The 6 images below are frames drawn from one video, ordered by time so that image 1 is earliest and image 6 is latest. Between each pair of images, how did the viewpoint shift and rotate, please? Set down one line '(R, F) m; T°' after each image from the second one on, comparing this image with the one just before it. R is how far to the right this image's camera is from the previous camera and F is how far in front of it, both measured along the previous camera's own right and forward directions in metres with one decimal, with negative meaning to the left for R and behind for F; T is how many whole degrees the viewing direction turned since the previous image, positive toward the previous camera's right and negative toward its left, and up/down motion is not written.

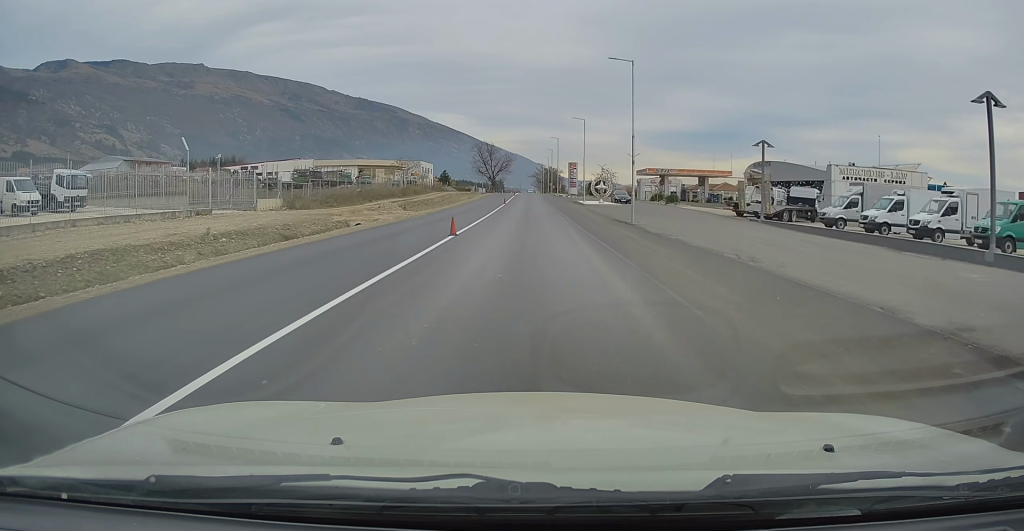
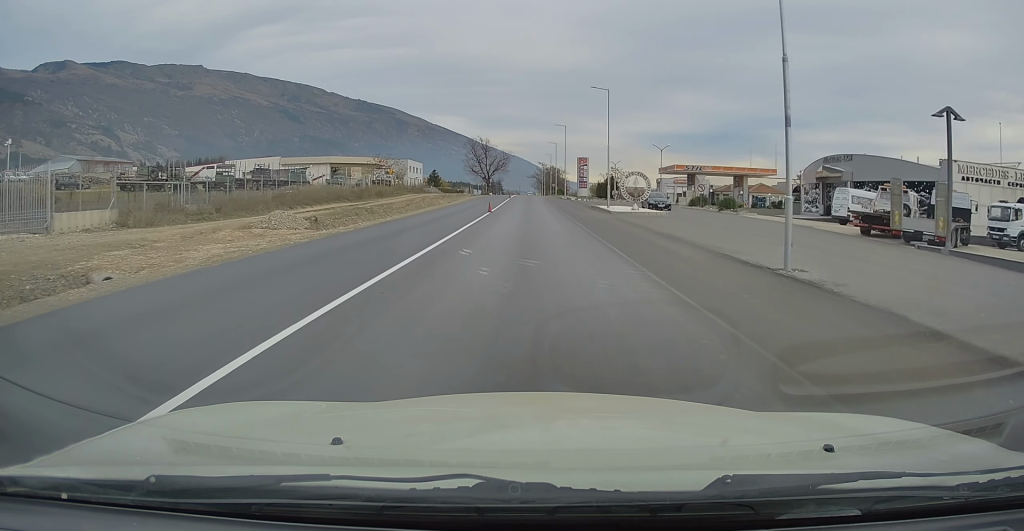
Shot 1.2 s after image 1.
(0.0, +20.0) m; 0°
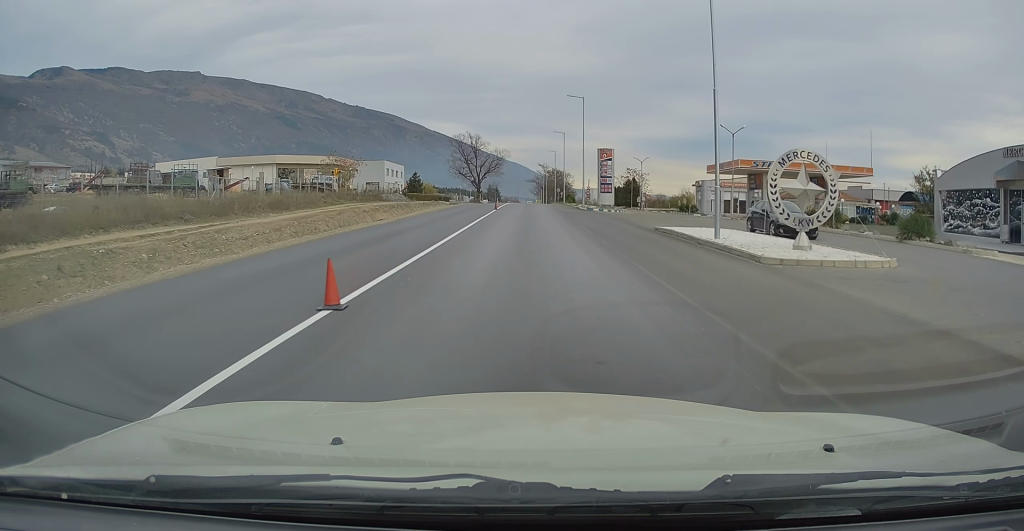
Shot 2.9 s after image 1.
(0.0, +26.3) m; 0°
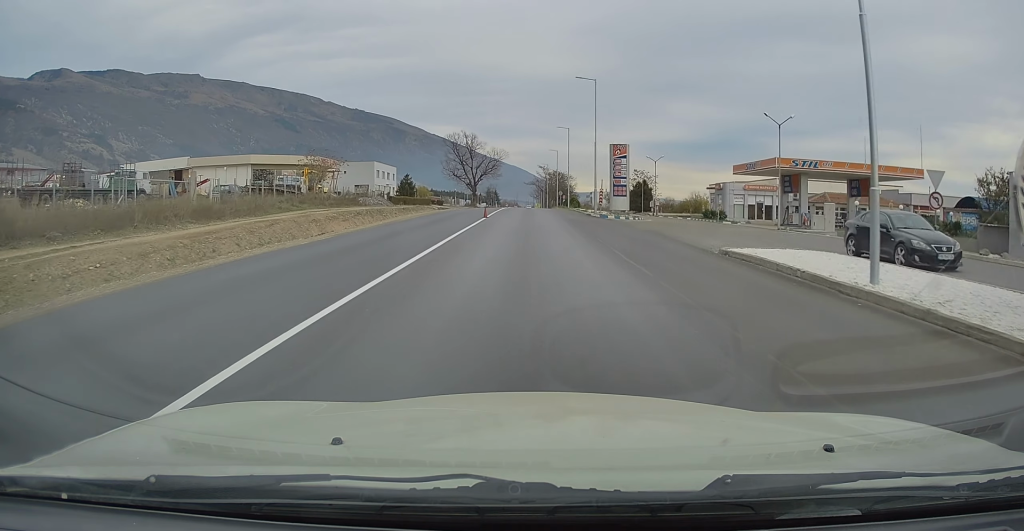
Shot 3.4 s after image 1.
(0.0, +9.1) m; 0°
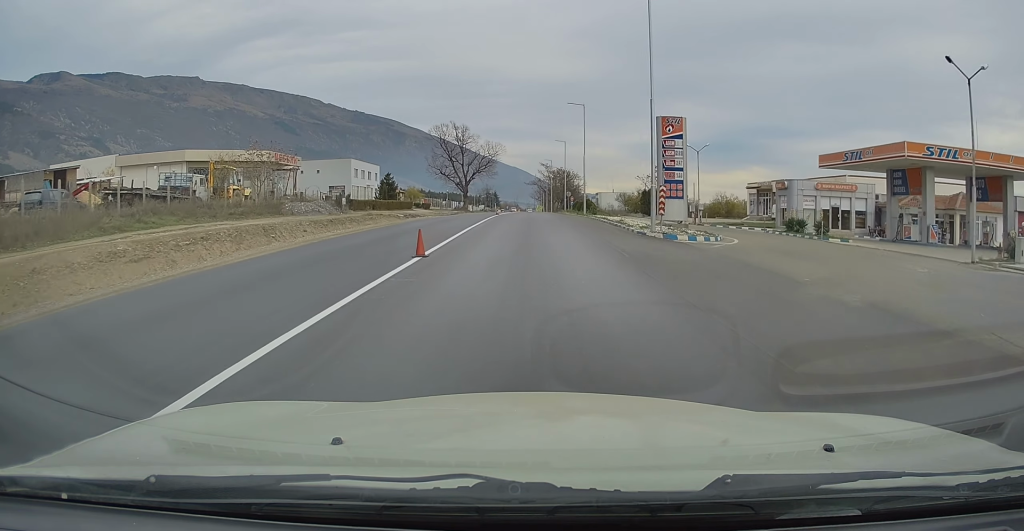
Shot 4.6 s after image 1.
(0.0, +18.1) m; 0°
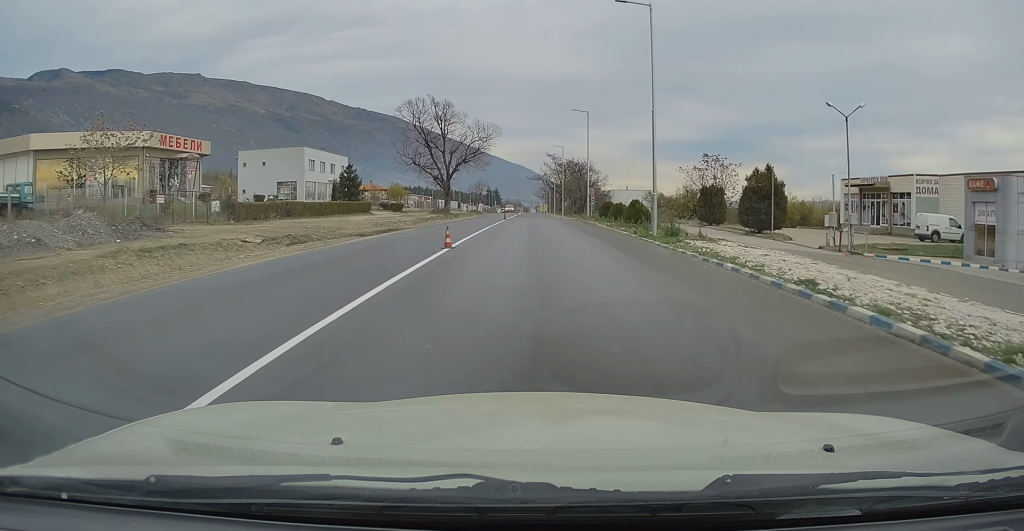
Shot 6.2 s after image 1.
(0.0, +26.1) m; 0°
